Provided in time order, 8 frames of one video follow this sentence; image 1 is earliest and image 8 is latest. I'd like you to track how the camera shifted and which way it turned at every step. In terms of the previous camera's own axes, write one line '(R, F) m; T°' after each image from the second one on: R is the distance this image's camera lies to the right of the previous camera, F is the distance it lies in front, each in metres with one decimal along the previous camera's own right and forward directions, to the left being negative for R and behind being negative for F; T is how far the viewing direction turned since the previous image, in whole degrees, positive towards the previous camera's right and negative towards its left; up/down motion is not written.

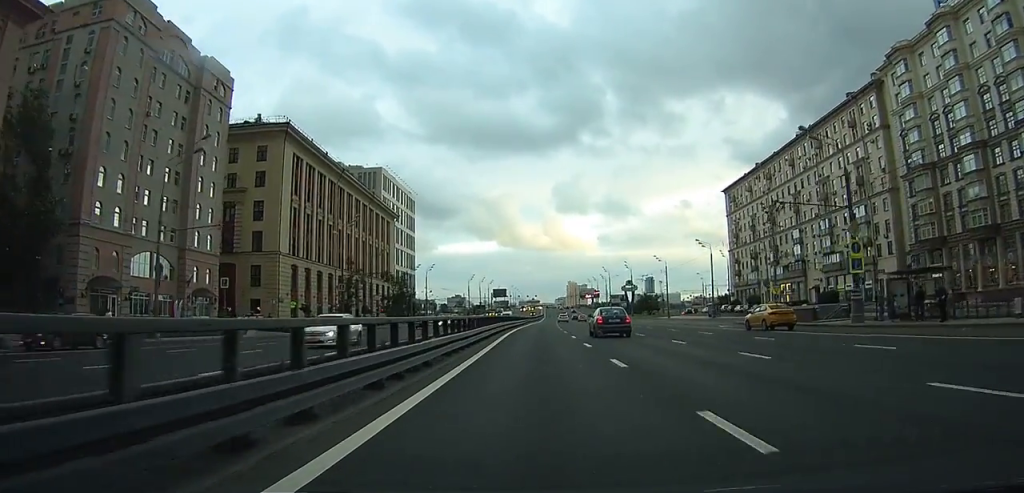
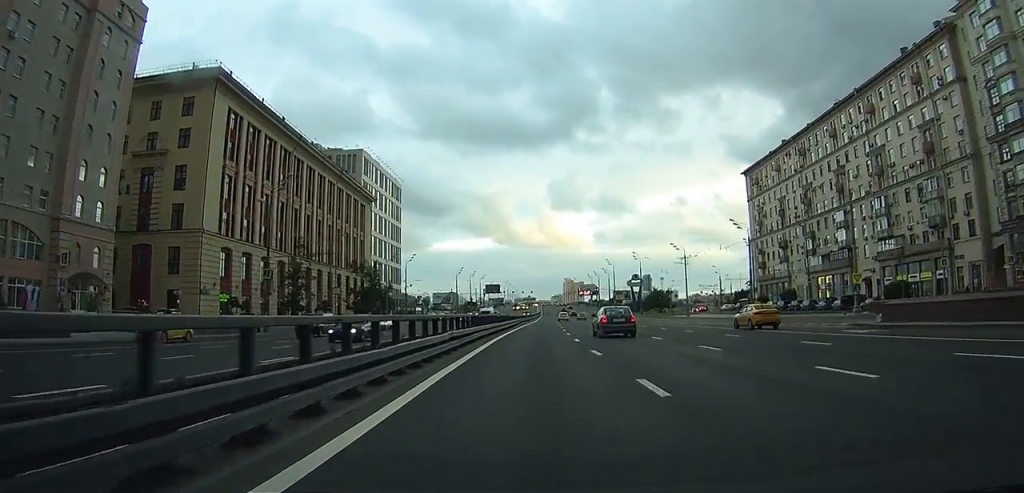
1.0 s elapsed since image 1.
(0.0, +20.7) m; 0°
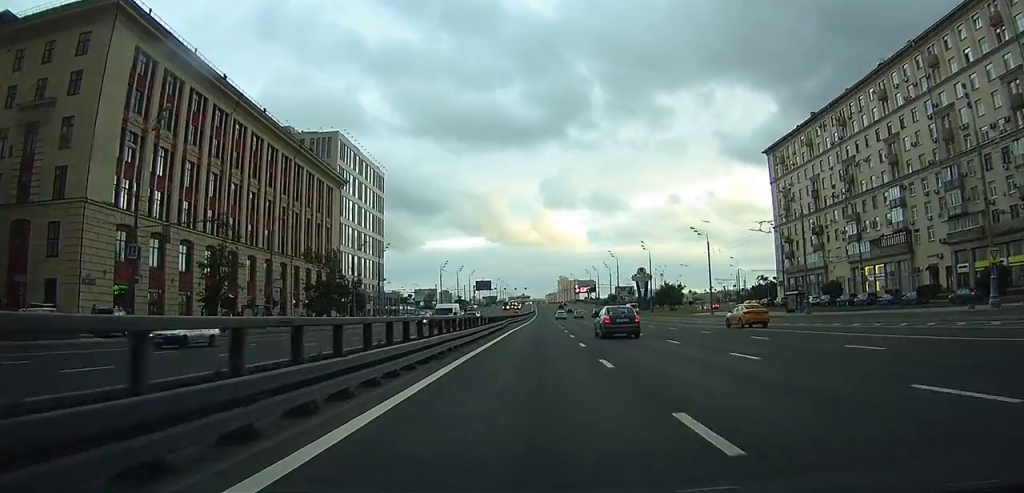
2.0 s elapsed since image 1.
(+0.2, +19.4) m; +1°
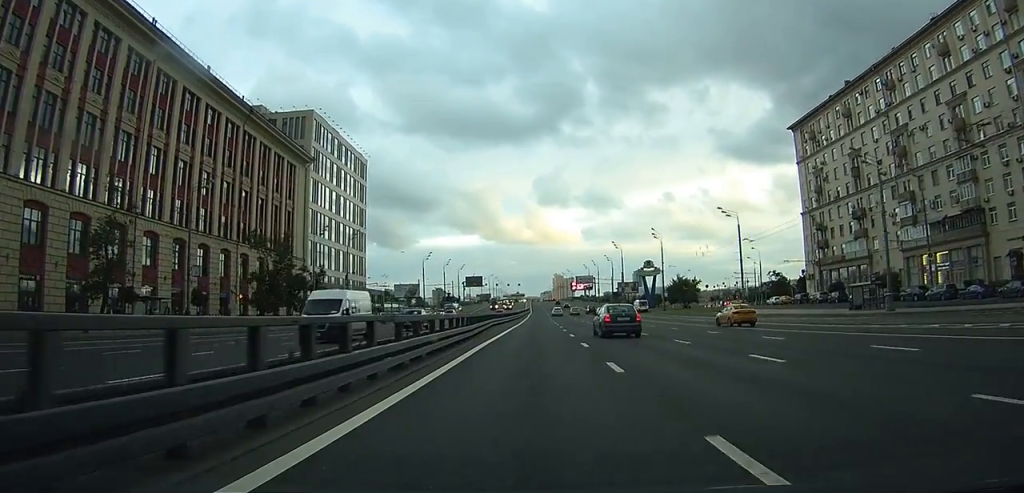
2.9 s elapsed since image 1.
(+0.2, +17.4) m; +1°
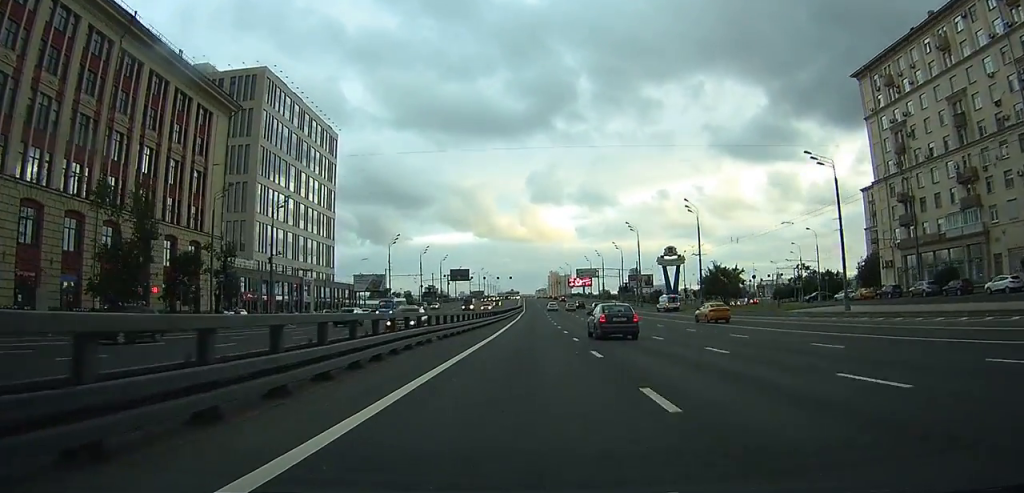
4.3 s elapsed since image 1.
(+0.1, +28.6) m; 0°
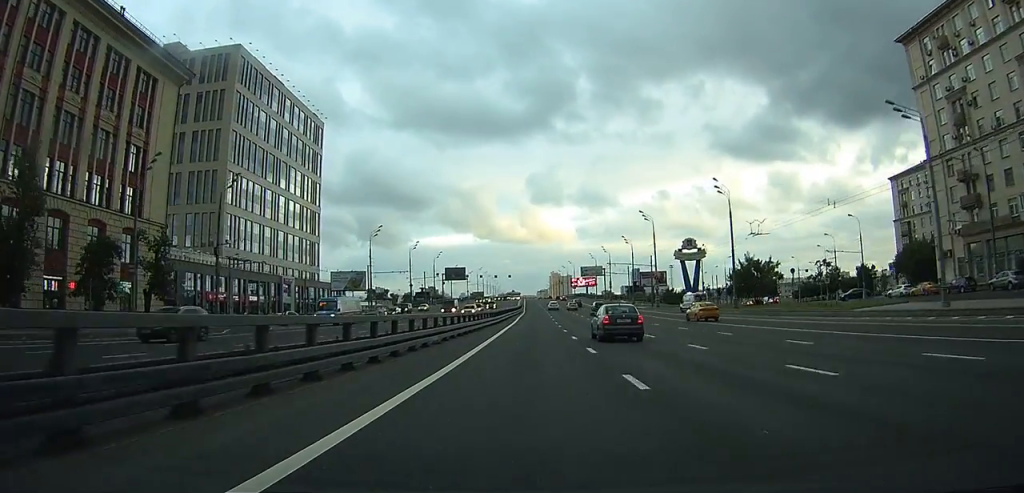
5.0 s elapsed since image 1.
(-0.1, +13.7) m; 0°
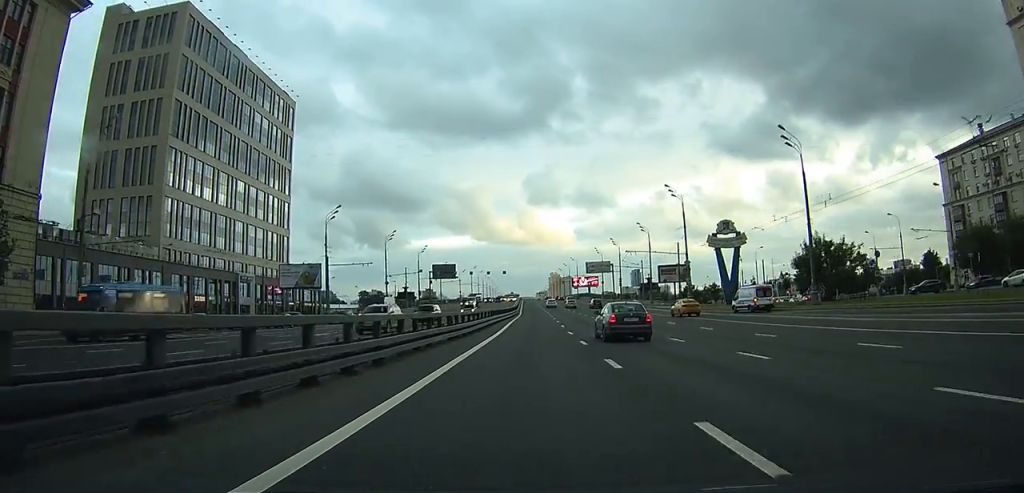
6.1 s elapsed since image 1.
(0.0, +20.8) m; 0°
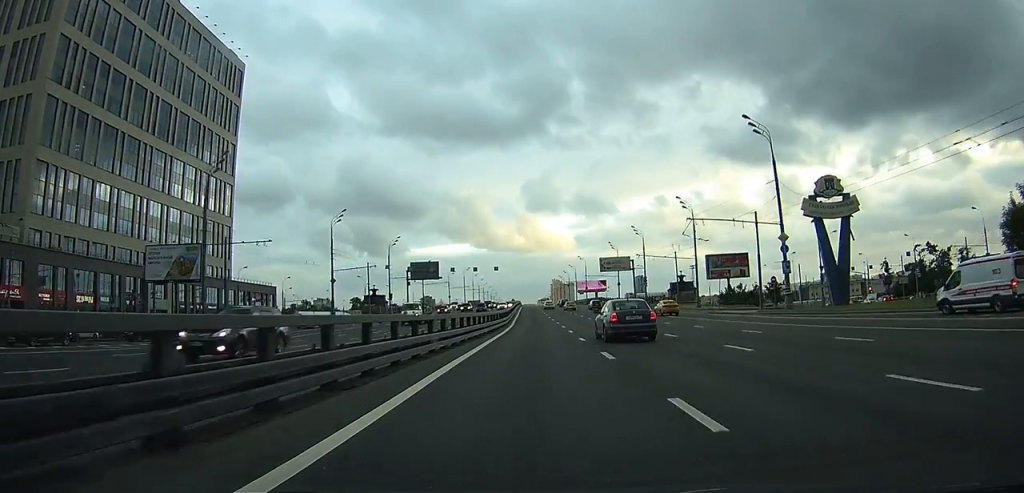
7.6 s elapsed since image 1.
(+0.1, +30.1) m; 0°
